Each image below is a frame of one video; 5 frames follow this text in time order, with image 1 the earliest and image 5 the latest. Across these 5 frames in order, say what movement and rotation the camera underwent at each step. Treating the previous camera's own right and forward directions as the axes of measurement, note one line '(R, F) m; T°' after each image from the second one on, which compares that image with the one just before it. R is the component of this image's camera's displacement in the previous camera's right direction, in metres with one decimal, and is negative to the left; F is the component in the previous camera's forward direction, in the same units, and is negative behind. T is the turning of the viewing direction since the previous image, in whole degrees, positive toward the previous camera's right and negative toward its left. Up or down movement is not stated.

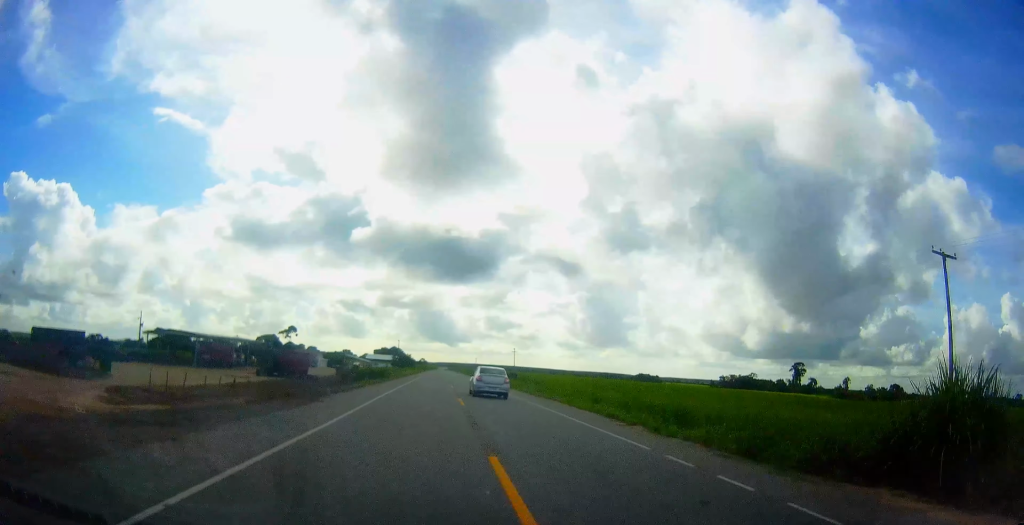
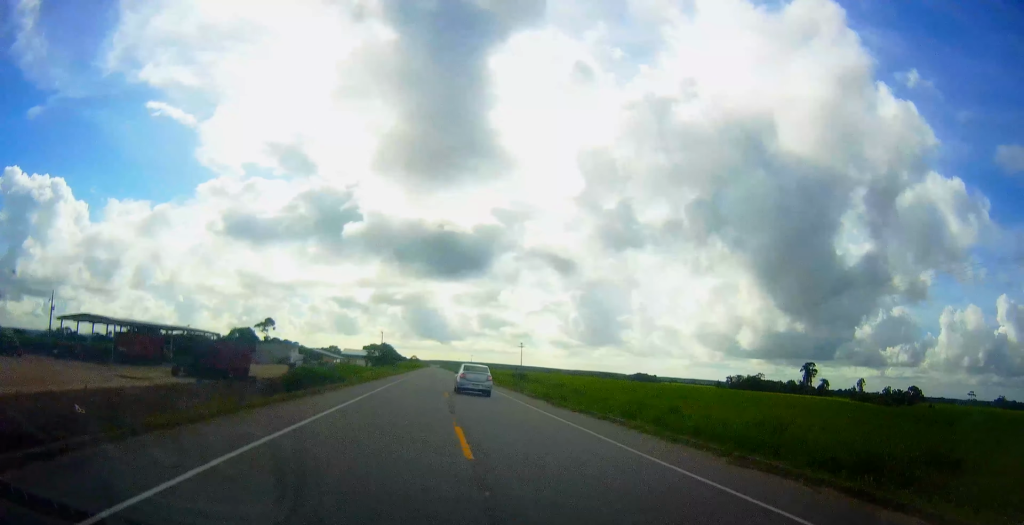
(+0.3, +27.8) m; +1°
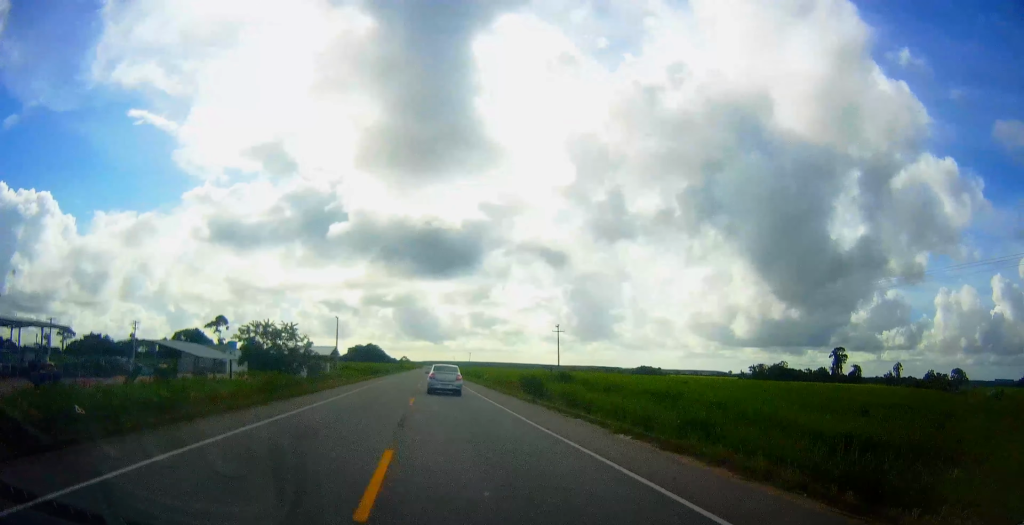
(+0.6, +50.3) m; 0°
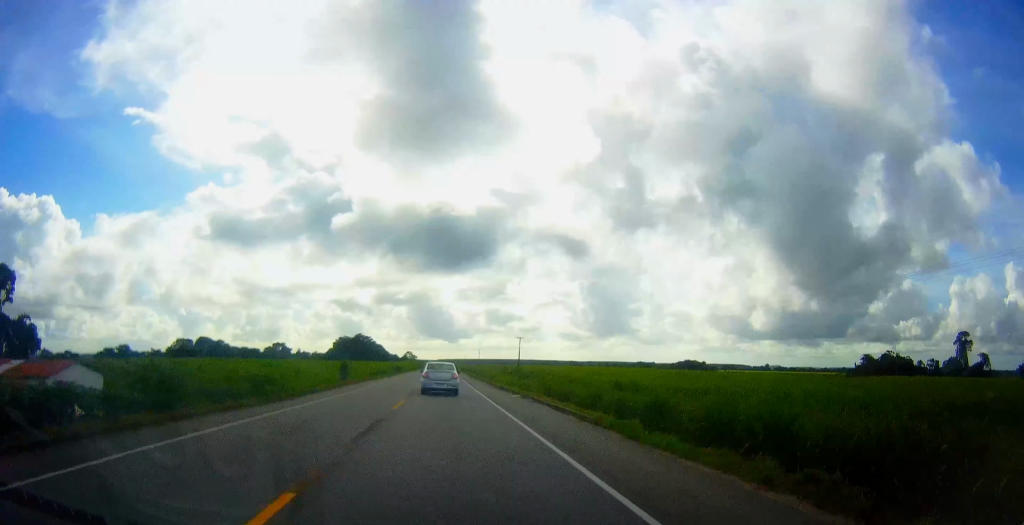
(+0.7, +128.4) m; -1°
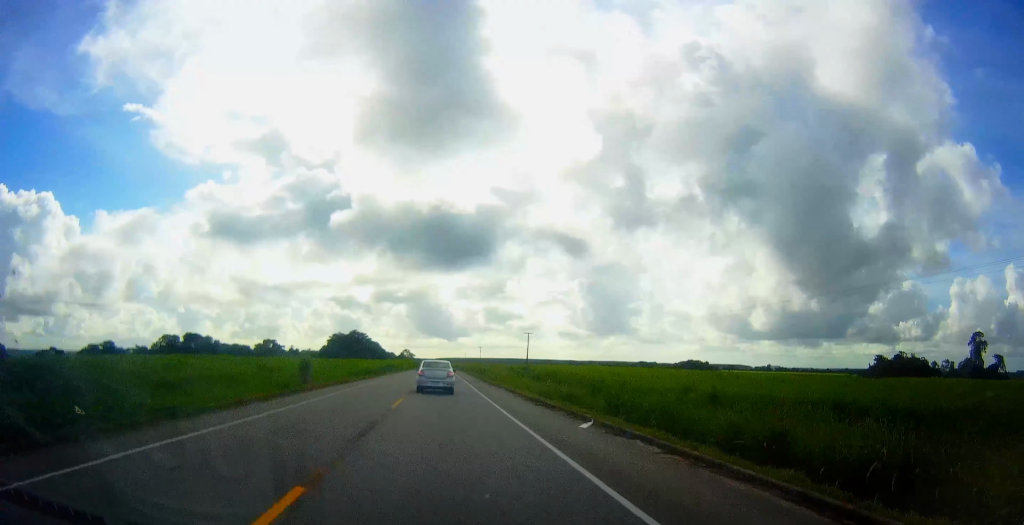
(-0.1, +15.5) m; -1°
